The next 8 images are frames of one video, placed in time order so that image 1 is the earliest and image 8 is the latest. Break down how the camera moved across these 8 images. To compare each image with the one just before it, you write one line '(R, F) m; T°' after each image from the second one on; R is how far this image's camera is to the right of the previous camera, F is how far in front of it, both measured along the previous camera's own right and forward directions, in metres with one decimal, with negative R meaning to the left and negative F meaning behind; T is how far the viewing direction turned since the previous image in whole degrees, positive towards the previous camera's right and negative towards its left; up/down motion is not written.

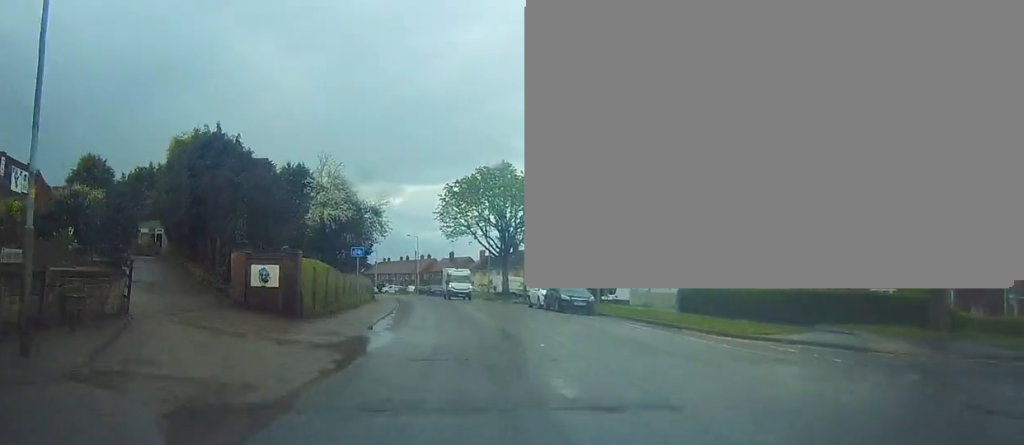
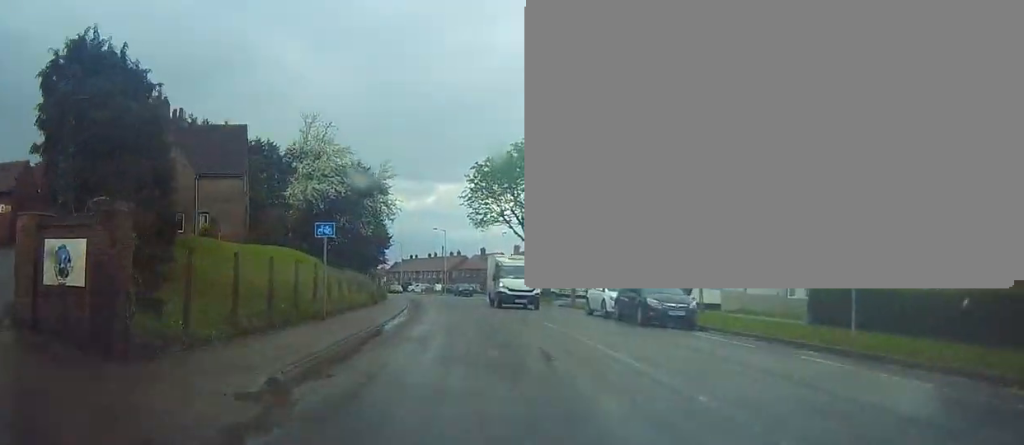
(-0.4, +11.2) m; -3°
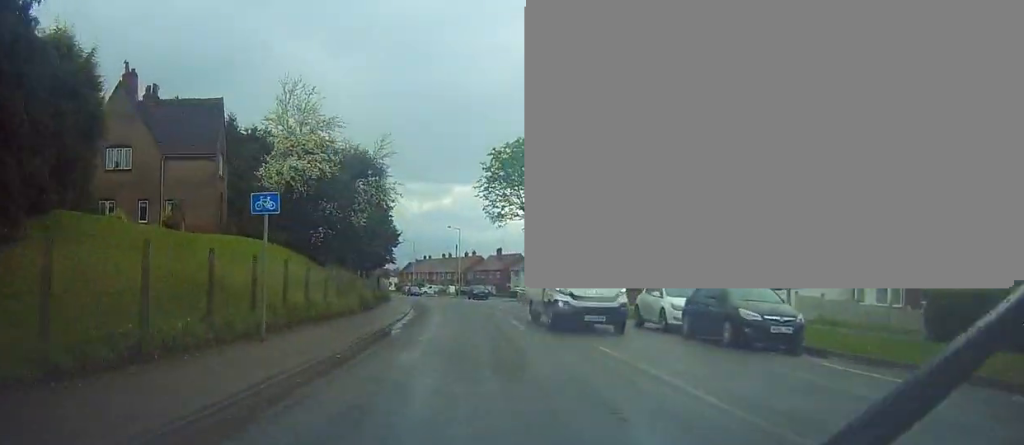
(-0.2, +6.4) m; -1°
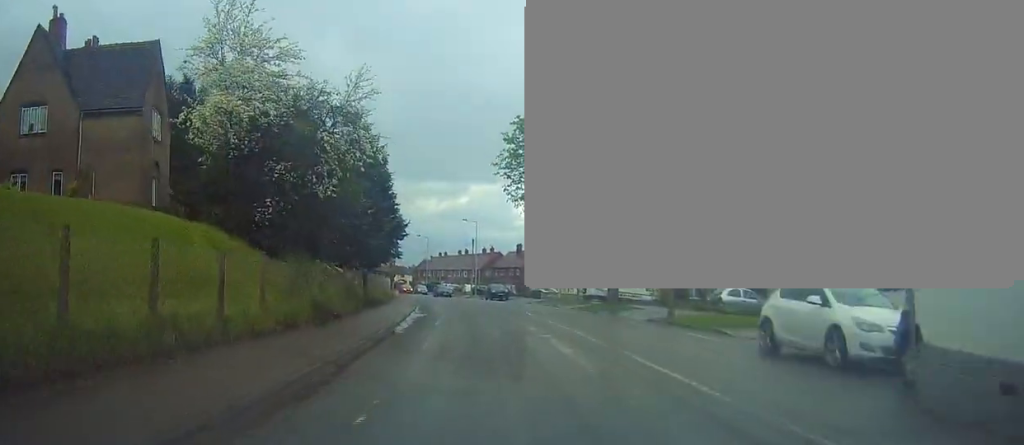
(+0.1, +9.1) m; -1°
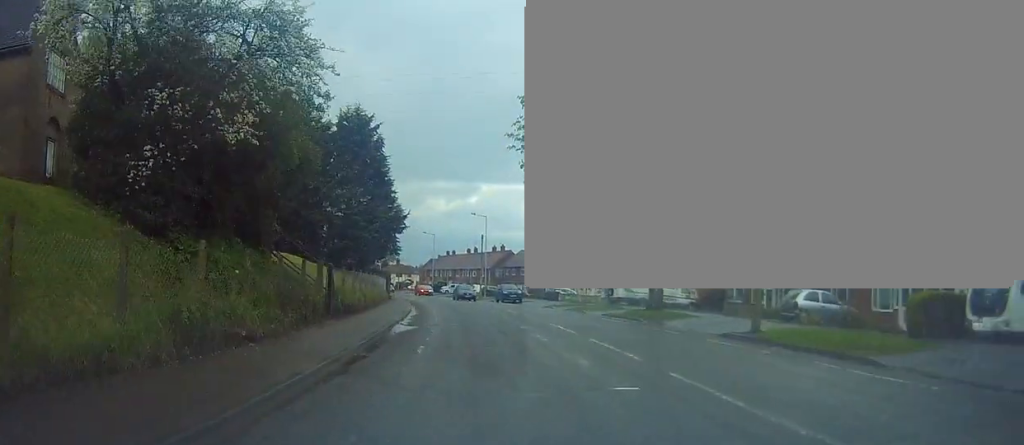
(-0.1, +7.9) m; -1°
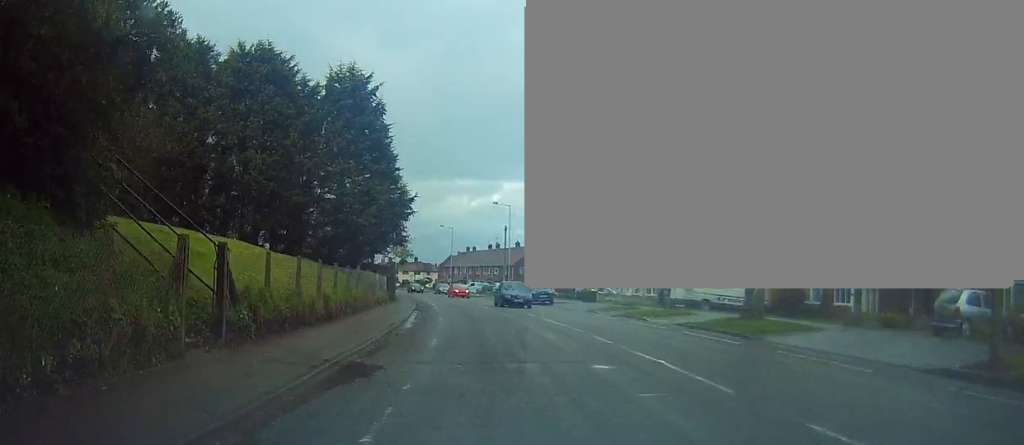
(-0.2, +9.9) m; -1°
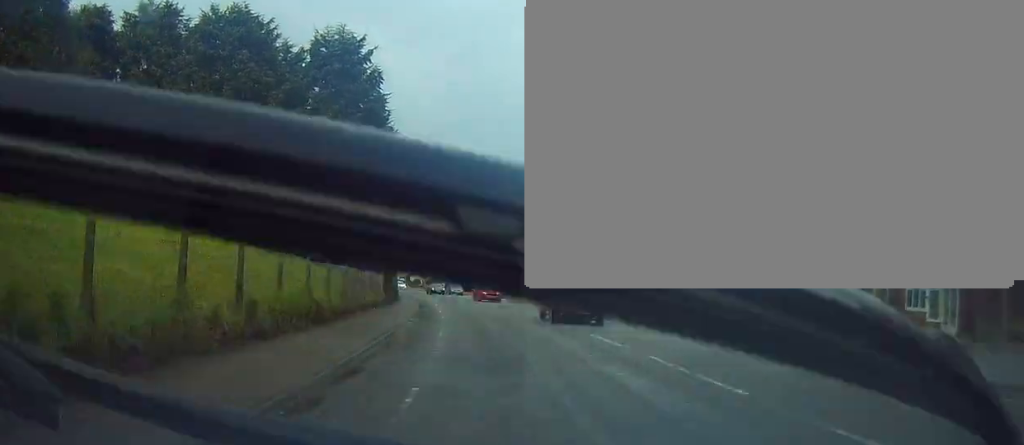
(0.0, +6.7) m; -1°
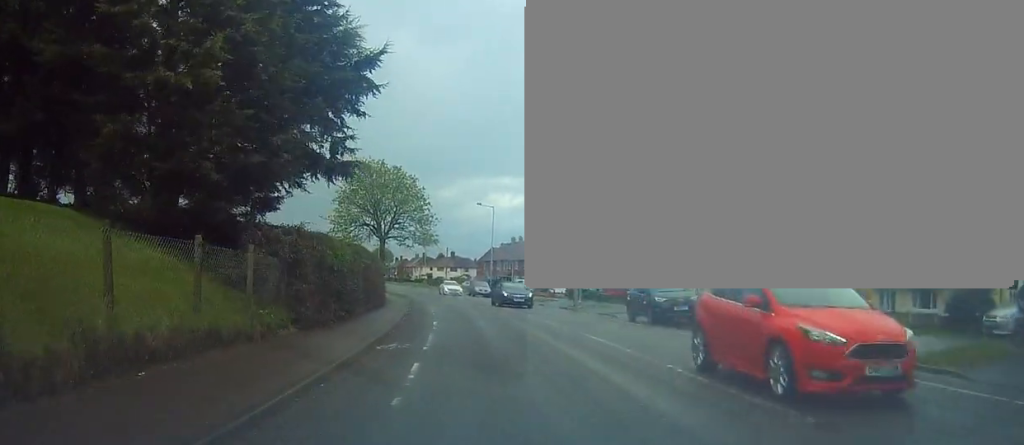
(-0.7, +20.6) m; -3°
